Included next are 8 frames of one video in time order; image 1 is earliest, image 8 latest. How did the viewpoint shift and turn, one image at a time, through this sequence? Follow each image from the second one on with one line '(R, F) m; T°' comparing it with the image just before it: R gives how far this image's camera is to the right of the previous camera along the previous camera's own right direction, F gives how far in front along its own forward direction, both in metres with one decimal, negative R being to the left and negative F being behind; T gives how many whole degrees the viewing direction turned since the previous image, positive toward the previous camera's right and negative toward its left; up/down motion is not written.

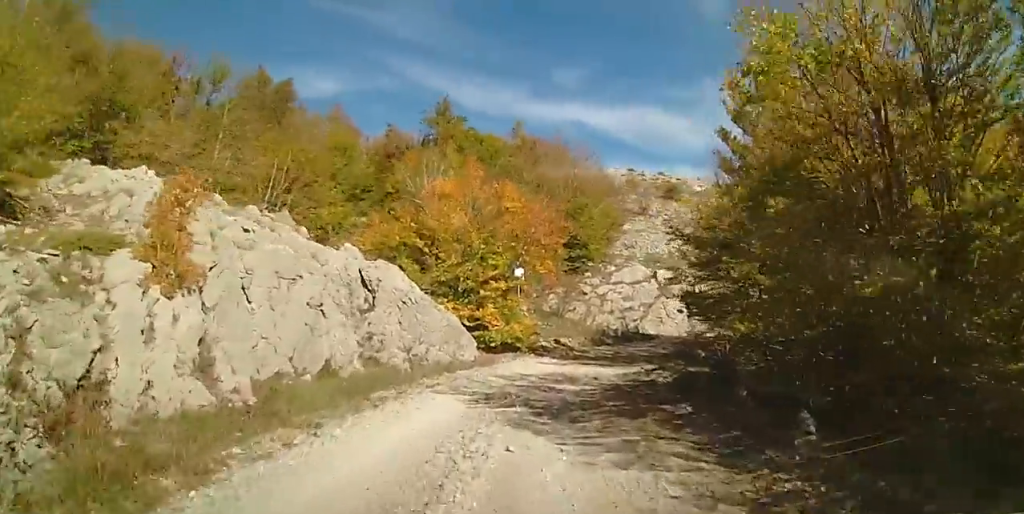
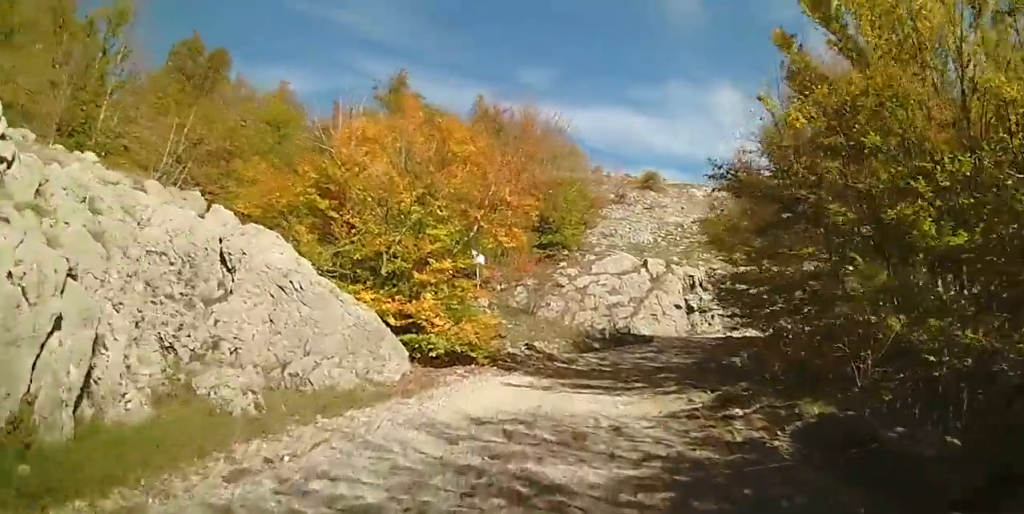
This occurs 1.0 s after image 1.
(+0.1, +6.3) m; +2°
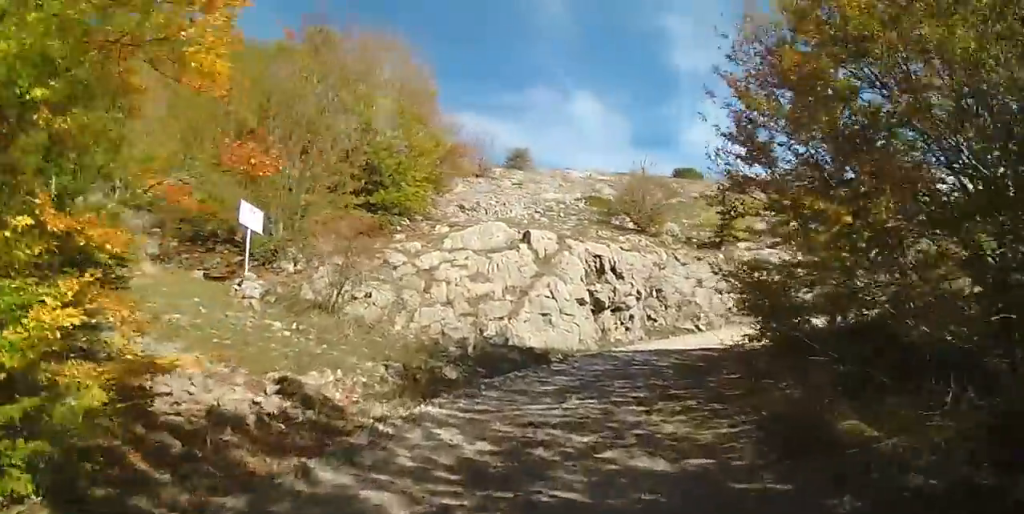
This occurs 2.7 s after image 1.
(+0.6, +10.0) m; +15°
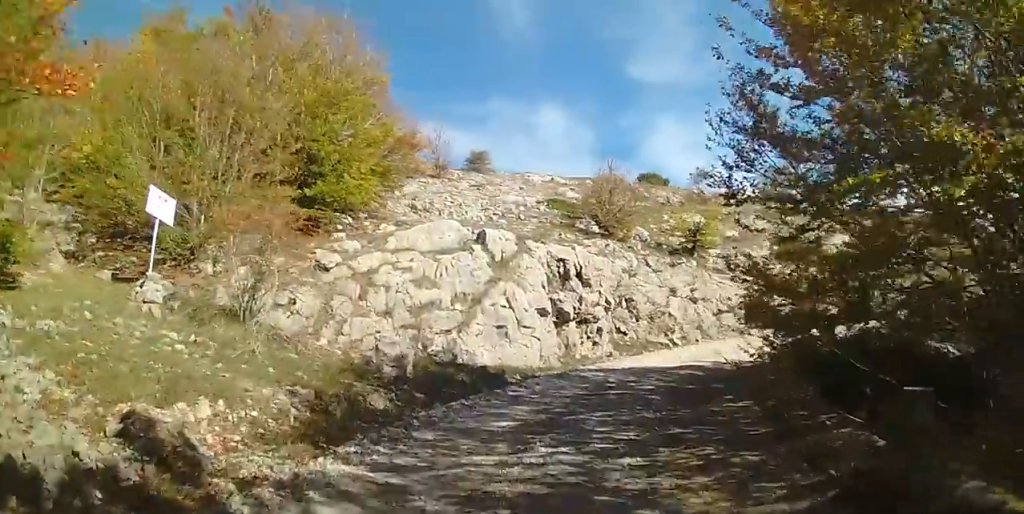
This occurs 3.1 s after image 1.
(+0.3, +2.1) m; +5°
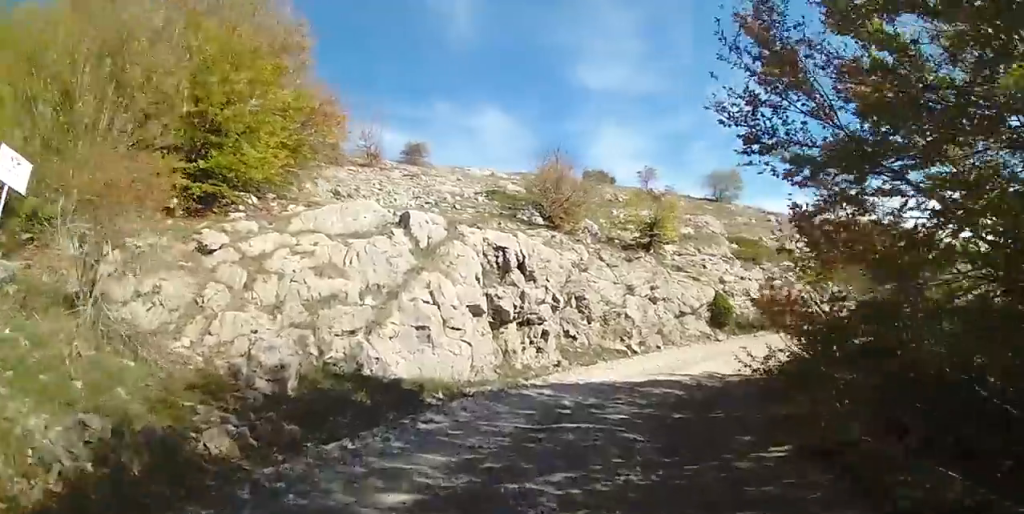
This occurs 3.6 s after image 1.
(+0.2, +2.9) m; +7°
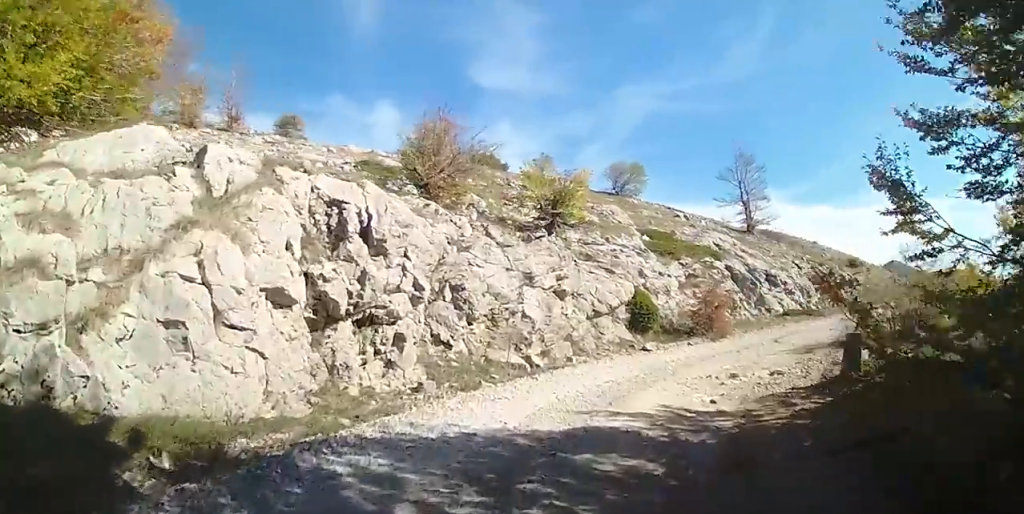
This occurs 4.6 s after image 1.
(+0.3, +4.9) m; +8°
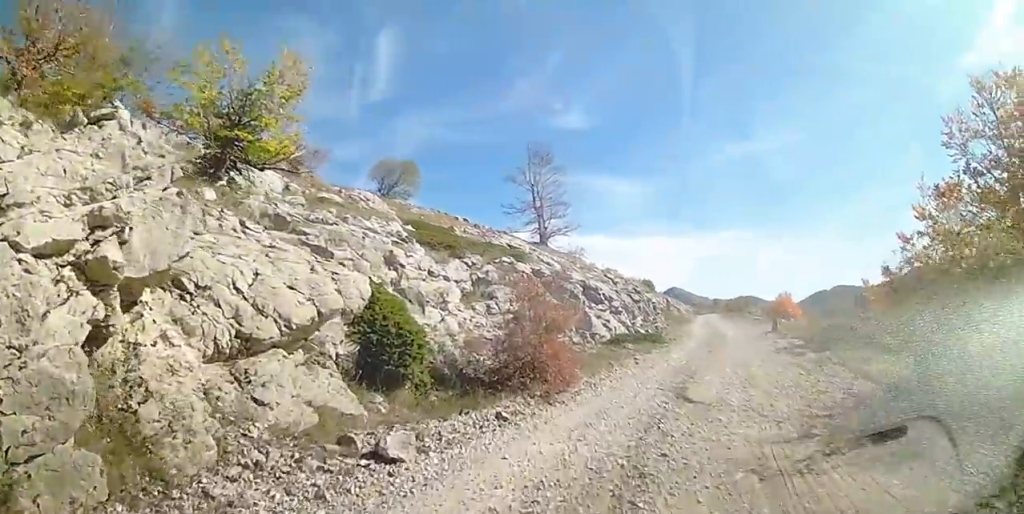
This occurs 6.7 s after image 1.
(+2.3, +9.6) m; +26°
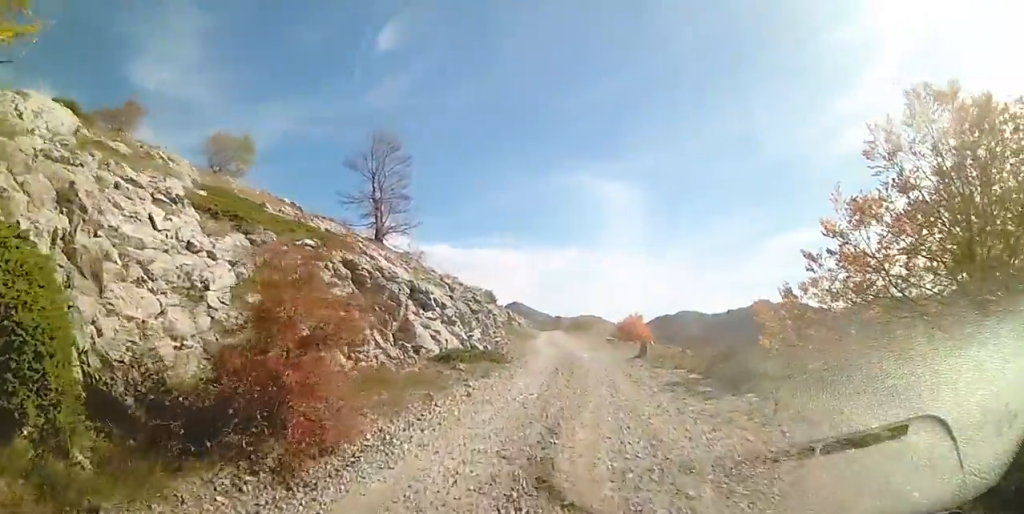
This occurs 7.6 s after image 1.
(+0.3, +4.2) m; +10°
